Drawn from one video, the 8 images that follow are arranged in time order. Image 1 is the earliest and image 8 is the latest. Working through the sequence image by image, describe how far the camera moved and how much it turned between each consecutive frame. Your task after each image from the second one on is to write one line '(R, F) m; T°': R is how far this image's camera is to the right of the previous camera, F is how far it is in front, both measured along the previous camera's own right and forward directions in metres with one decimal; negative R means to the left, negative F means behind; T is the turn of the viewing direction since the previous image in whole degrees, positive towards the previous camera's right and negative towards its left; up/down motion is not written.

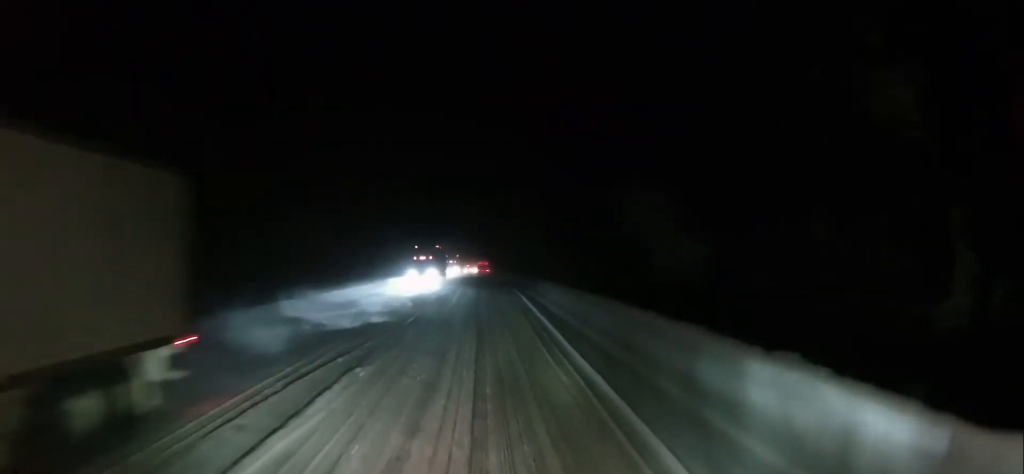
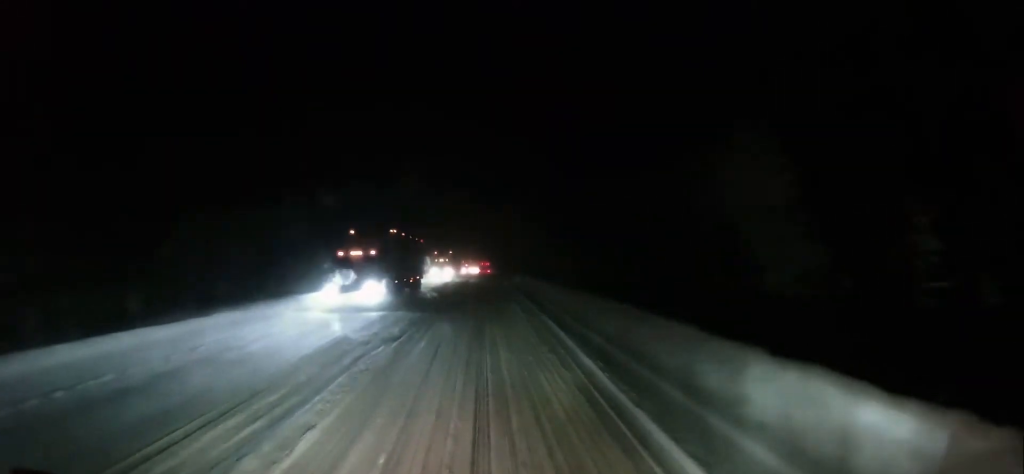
(0.0, +16.7) m; -1°
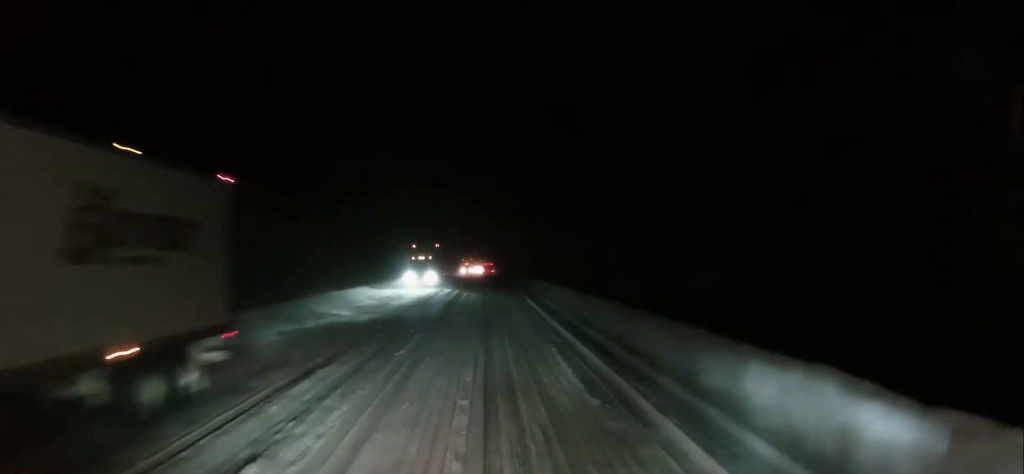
(-0.4, +18.2) m; 0°
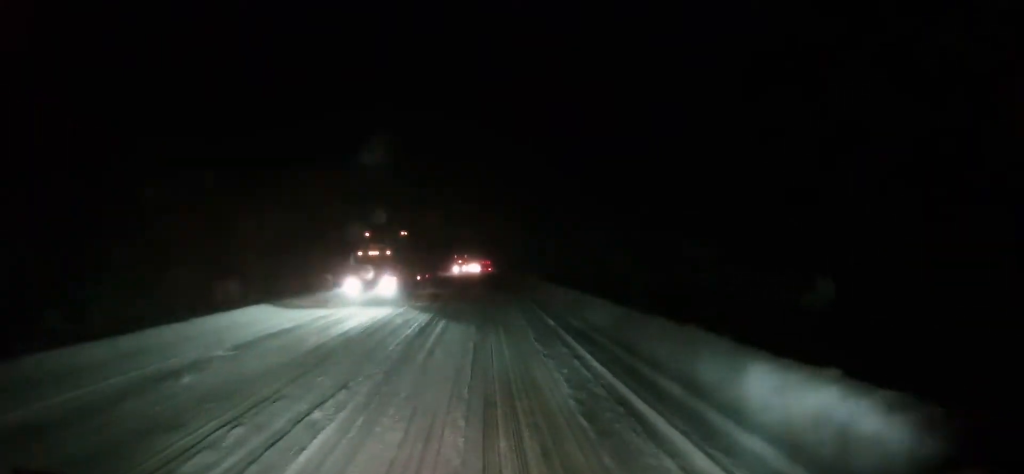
(+0.2, +12.2) m; +2°
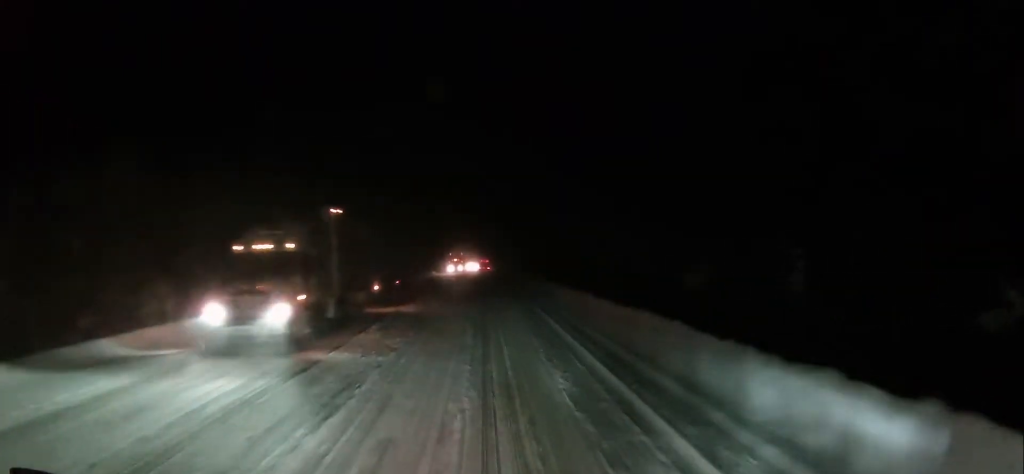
(0.0, +8.9) m; -1°
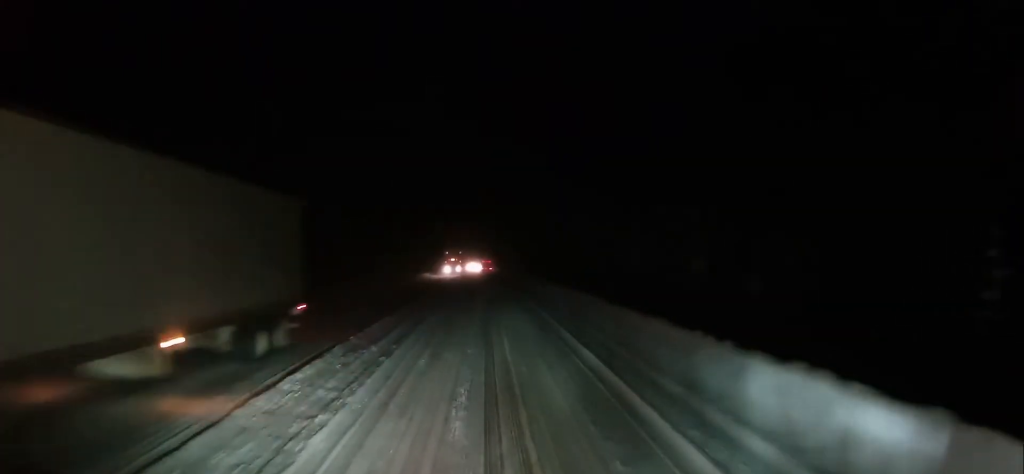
(-0.2, +9.7) m; -1°
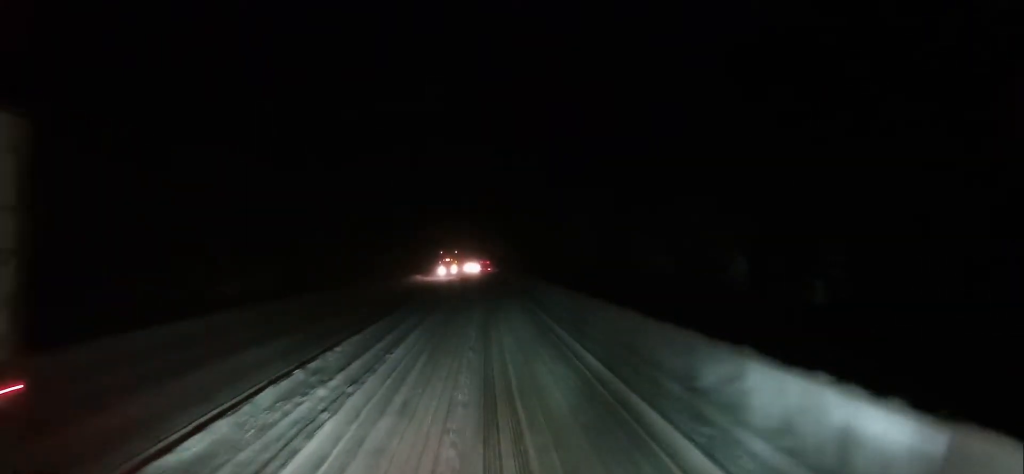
(-0.3, +5.6) m; 0°
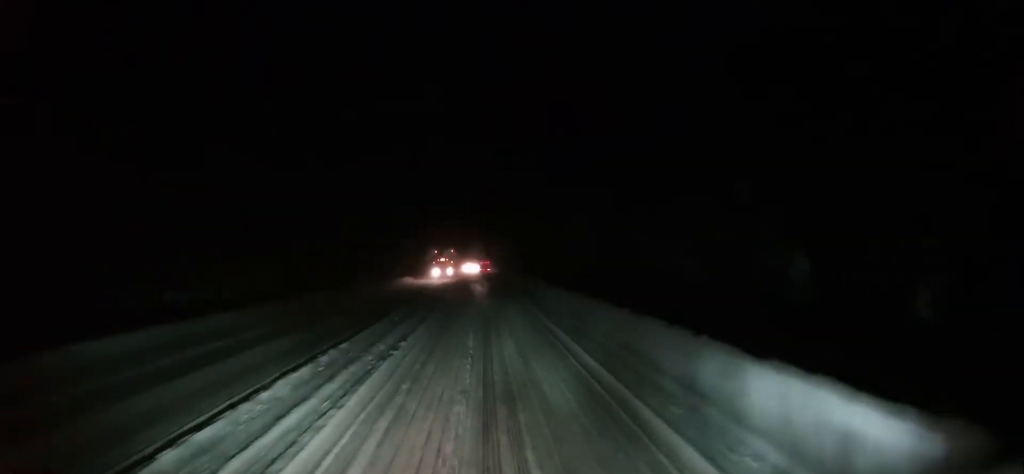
(+0.3, +5.9) m; +1°
